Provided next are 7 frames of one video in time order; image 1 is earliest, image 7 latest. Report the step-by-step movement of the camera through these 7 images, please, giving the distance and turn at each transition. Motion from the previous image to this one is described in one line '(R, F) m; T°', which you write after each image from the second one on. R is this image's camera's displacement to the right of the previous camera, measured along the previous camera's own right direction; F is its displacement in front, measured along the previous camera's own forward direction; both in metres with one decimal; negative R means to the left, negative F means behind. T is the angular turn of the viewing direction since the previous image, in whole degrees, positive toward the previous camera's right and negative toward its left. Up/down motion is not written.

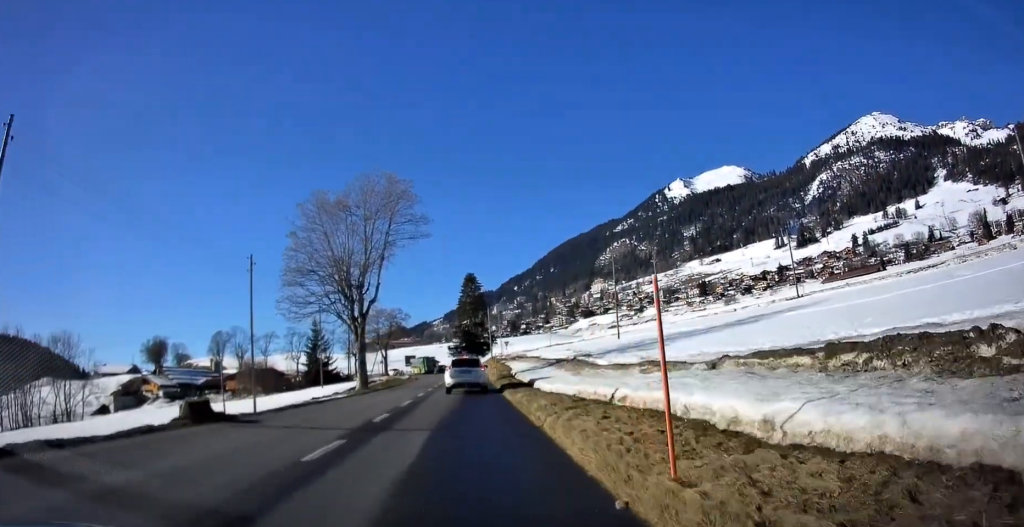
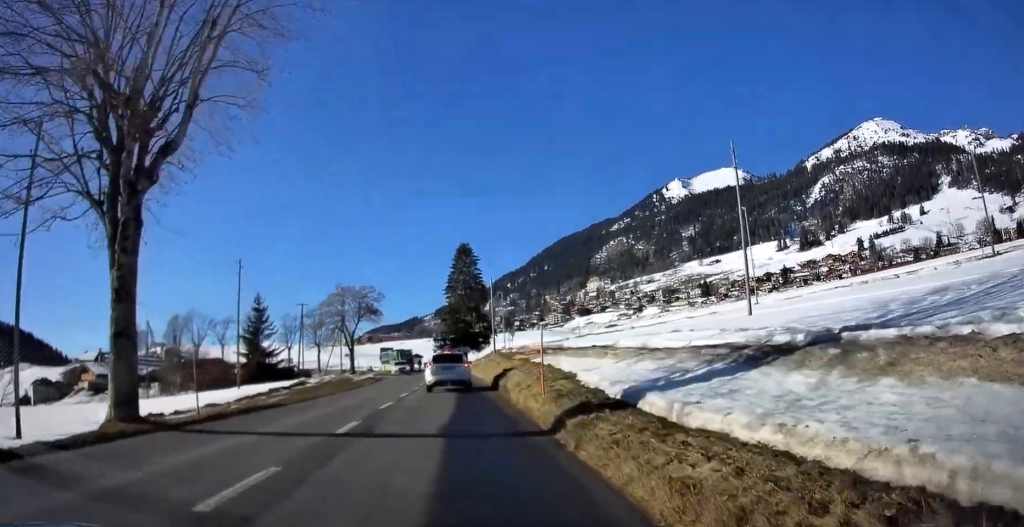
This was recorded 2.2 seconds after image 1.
(+0.8, +27.7) m; +2°
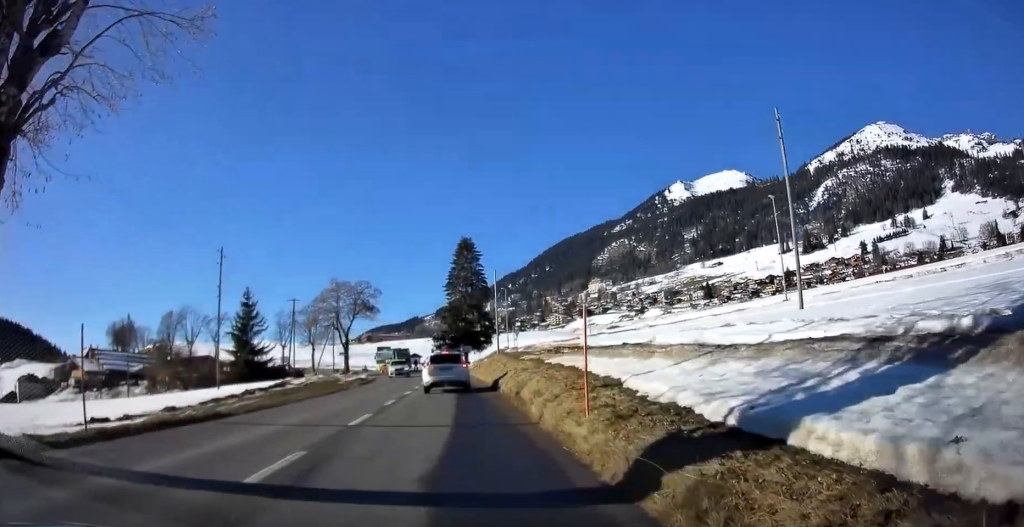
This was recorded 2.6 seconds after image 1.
(0.0, +4.8) m; -1°
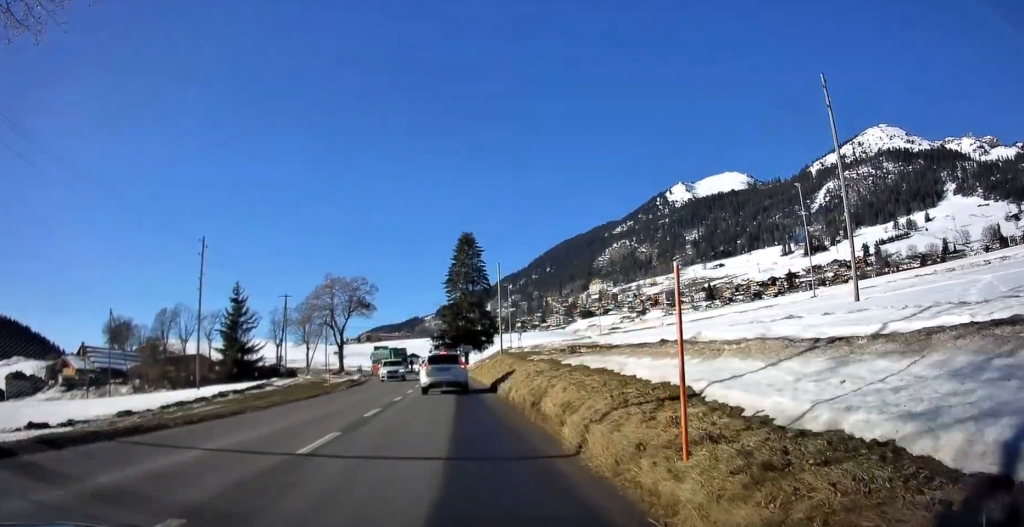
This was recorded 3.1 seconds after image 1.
(0.0, +4.6) m; 0°
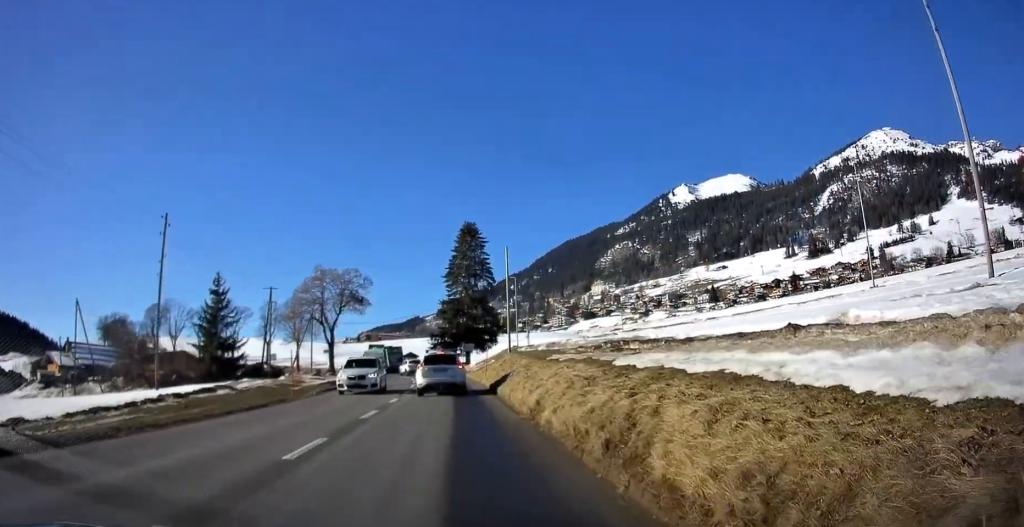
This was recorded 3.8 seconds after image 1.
(-0.1, +6.8) m; +1°
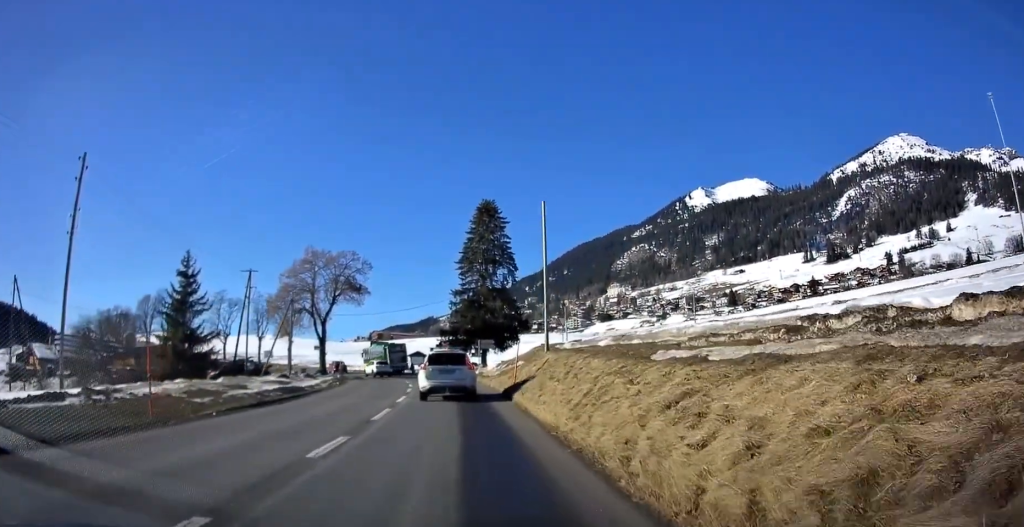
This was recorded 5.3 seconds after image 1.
(+0.1, +12.1) m; -1°
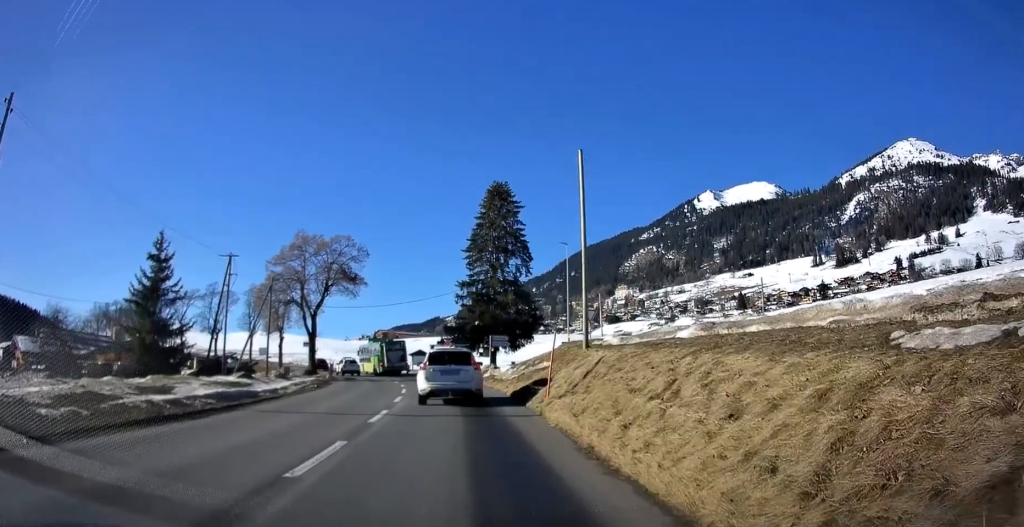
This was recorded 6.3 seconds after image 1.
(-0.2, +7.2) m; 0°
